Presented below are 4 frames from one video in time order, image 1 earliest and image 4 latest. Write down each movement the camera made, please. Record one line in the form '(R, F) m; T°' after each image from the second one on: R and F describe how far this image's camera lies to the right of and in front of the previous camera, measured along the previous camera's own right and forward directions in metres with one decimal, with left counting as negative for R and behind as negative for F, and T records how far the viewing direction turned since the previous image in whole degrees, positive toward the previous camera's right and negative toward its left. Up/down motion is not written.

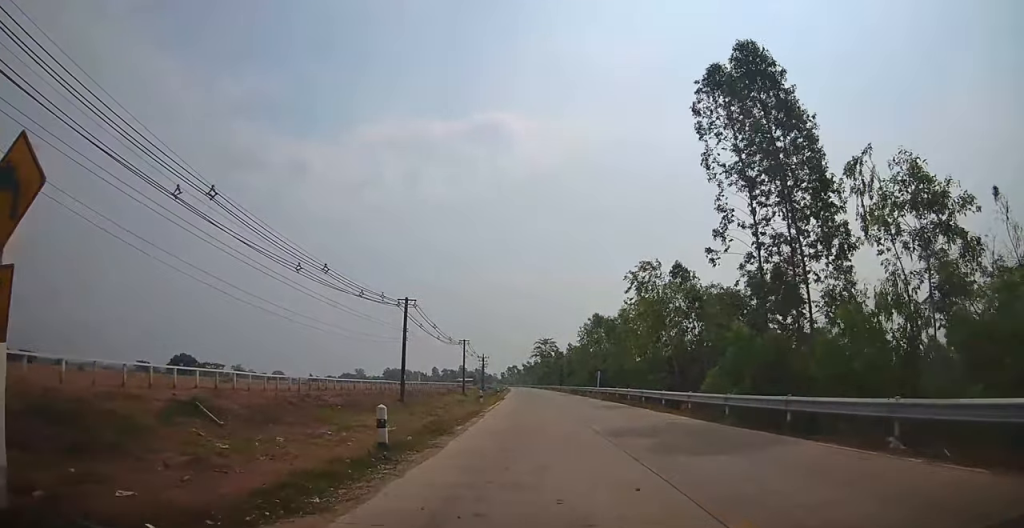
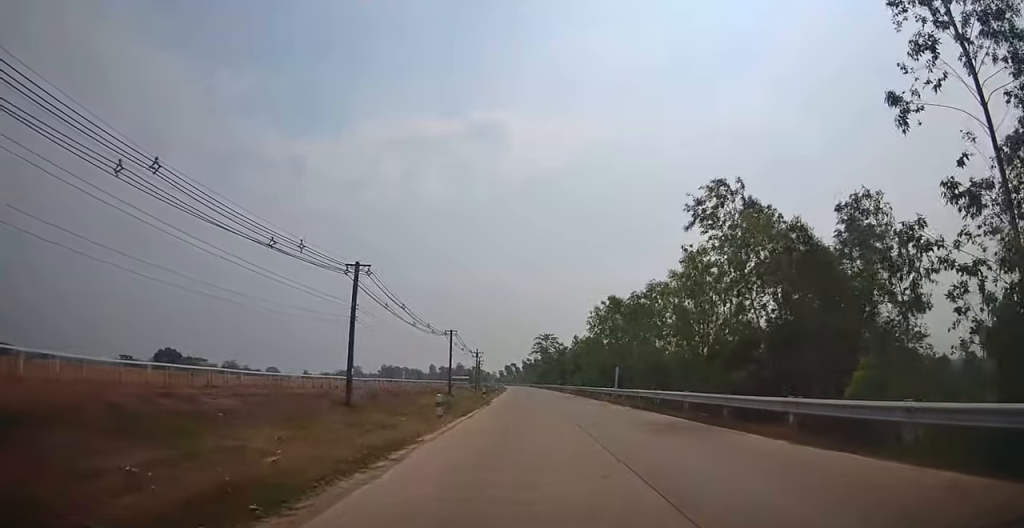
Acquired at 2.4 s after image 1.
(-0.6, +12.8) m; -1°
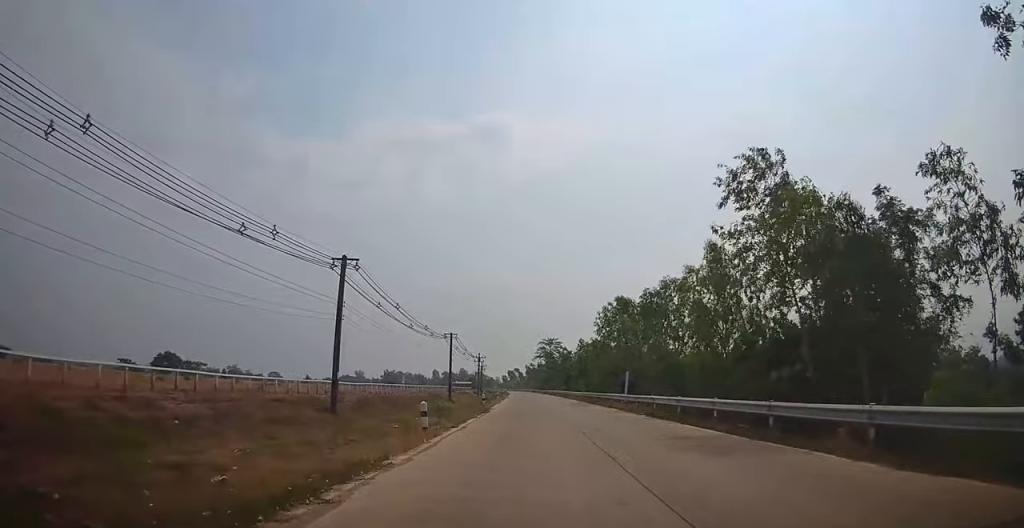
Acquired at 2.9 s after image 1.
(0.0, +2.5) m; 0°
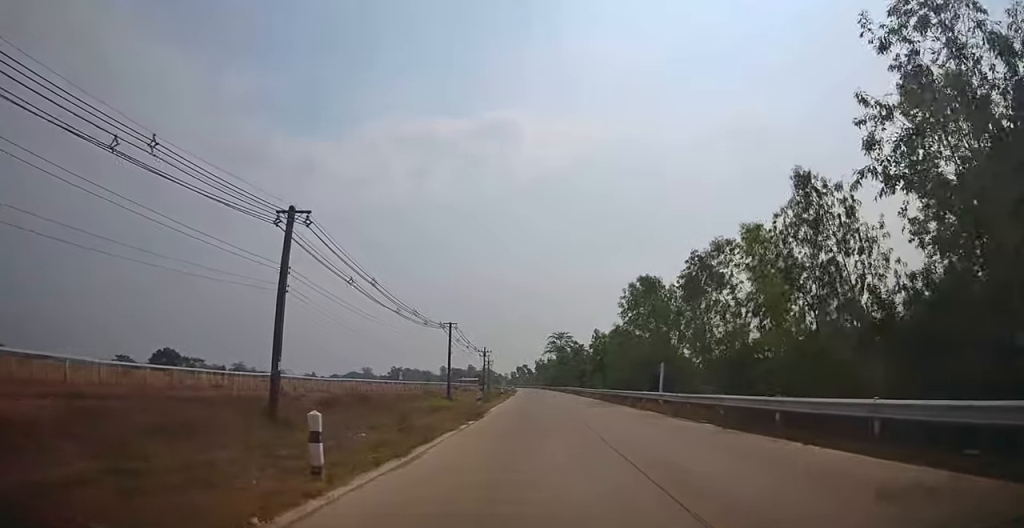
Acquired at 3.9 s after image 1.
(0.0, +6.5) m; +1°
